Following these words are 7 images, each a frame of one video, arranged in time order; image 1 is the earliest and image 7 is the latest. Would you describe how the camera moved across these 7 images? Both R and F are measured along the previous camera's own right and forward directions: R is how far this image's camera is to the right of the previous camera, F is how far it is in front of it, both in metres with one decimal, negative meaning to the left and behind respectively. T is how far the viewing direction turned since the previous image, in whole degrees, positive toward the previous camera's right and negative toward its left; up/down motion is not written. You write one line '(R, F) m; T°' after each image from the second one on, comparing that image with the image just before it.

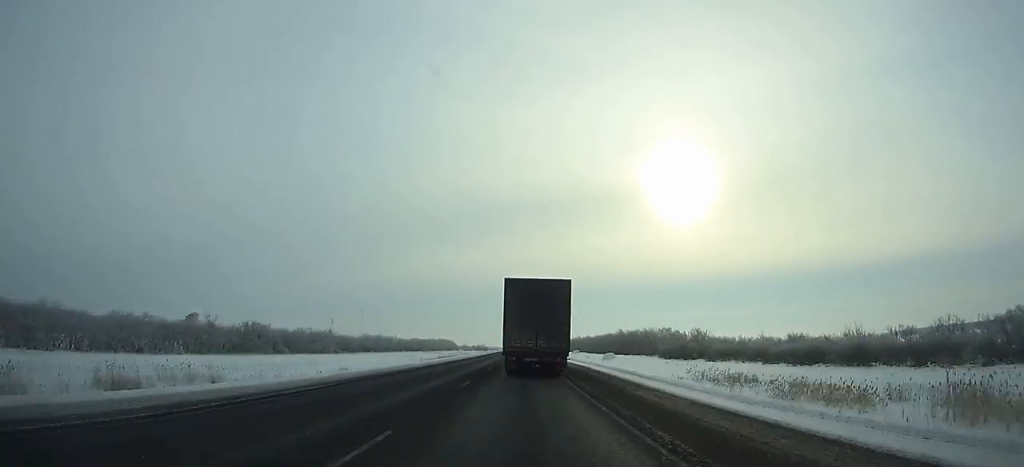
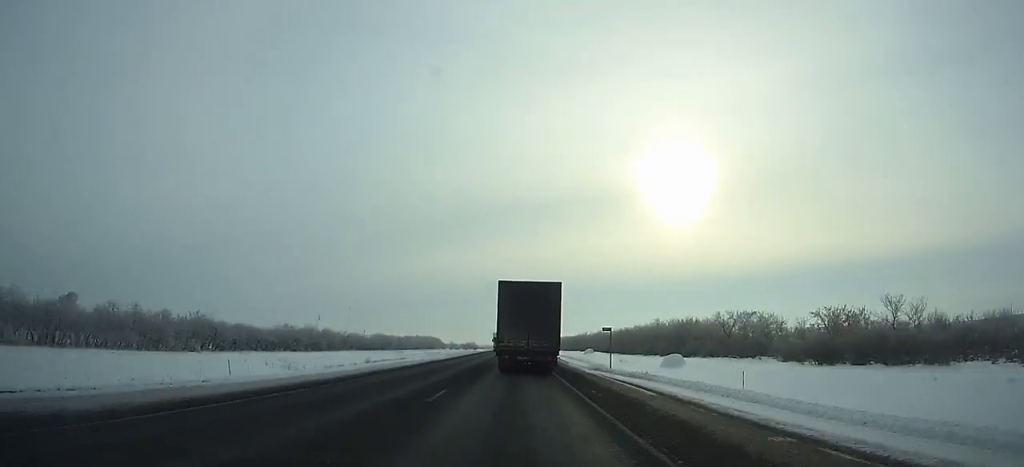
(+0.2, +63.7) m; 0°
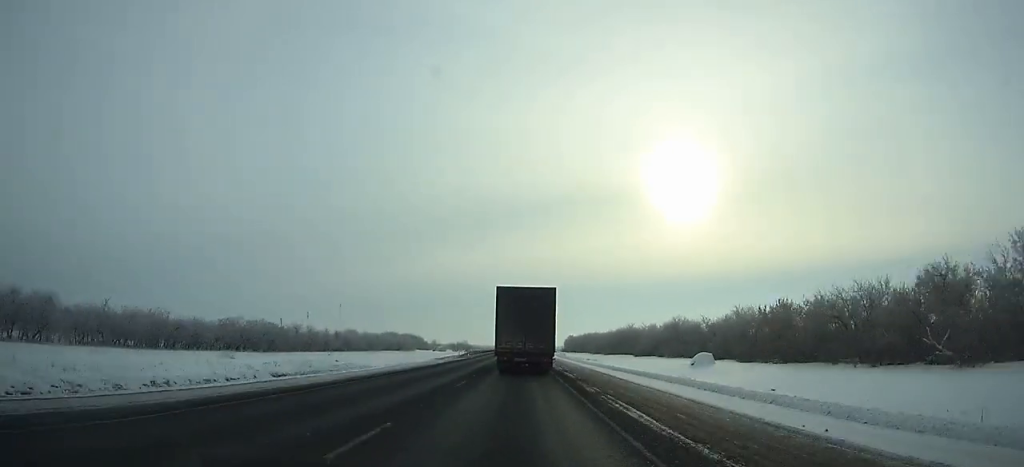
(-0.5, +112.6) m; 0°
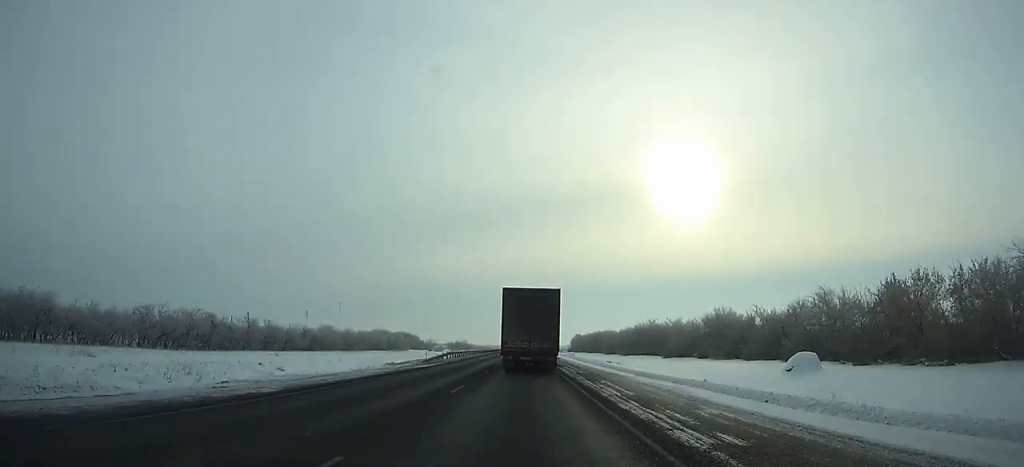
(0.0, +26.8) m; 0°
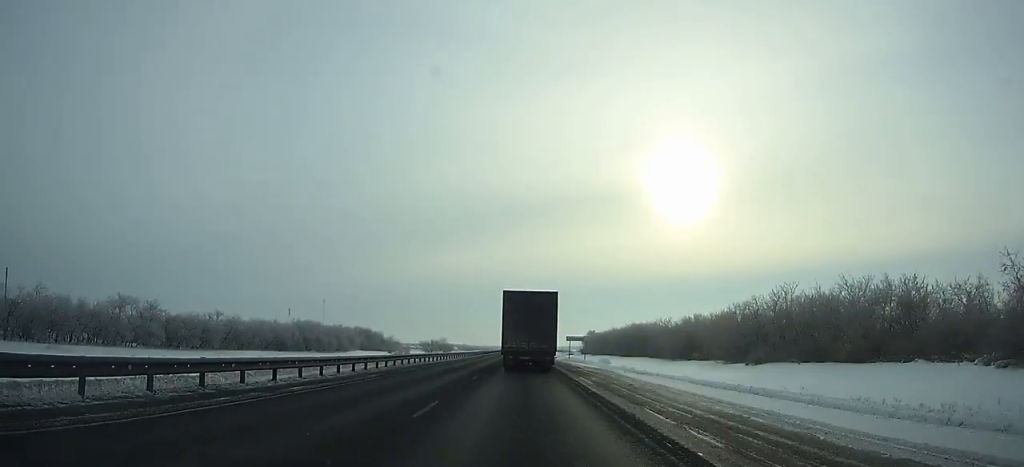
(-0.1, +88.0) m; 0°
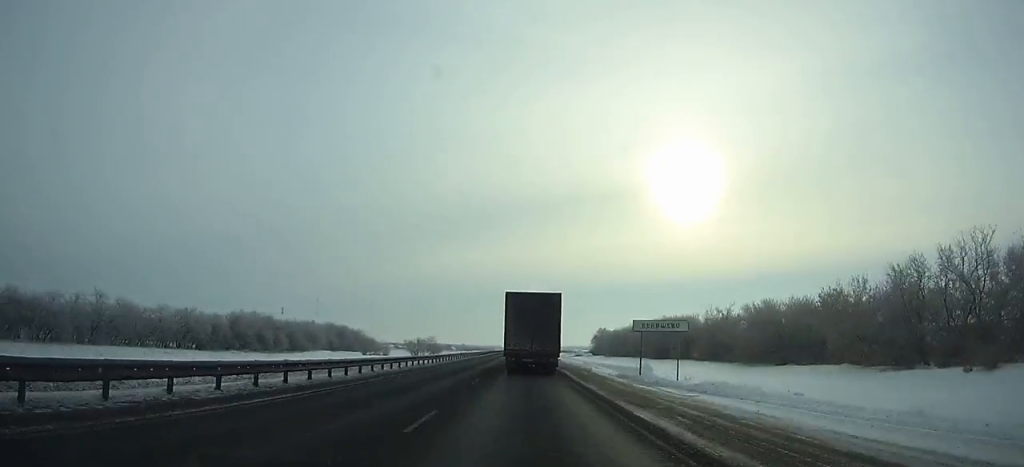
(0.0, +36.5) m; 0°
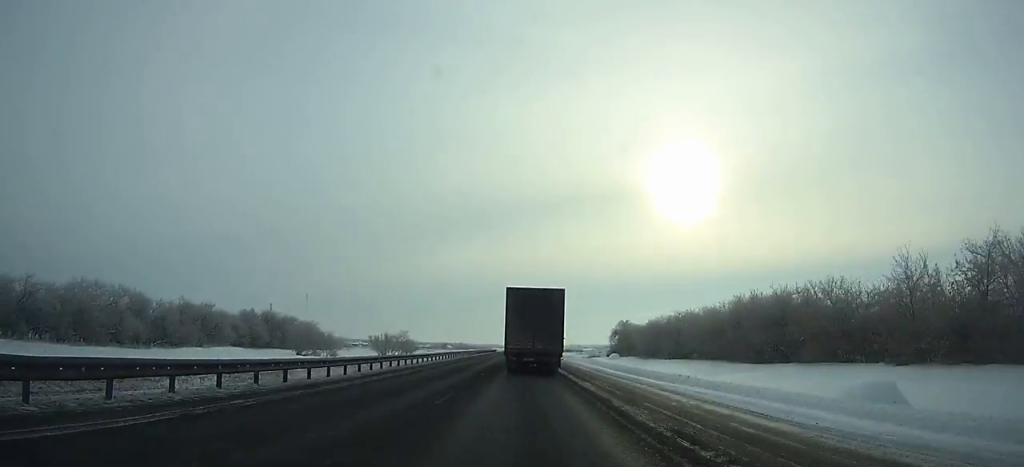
(+0.1, +54.2) m; 0°
